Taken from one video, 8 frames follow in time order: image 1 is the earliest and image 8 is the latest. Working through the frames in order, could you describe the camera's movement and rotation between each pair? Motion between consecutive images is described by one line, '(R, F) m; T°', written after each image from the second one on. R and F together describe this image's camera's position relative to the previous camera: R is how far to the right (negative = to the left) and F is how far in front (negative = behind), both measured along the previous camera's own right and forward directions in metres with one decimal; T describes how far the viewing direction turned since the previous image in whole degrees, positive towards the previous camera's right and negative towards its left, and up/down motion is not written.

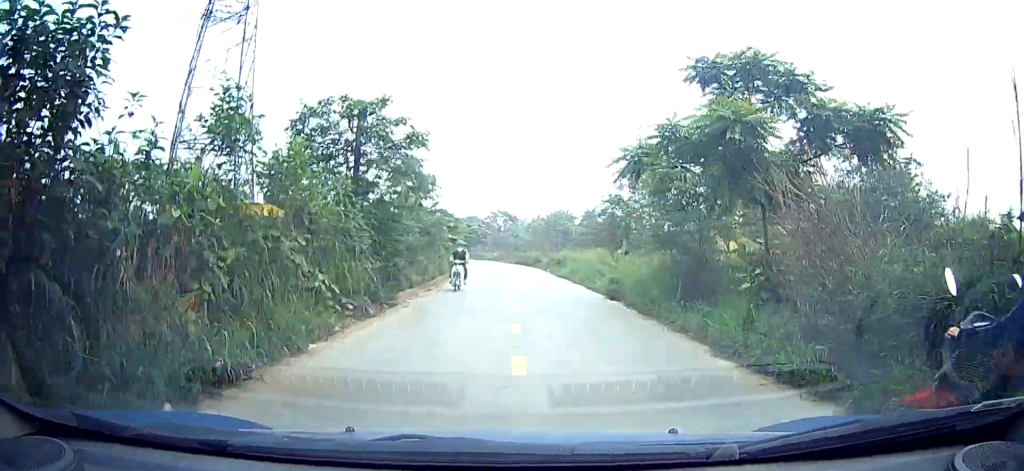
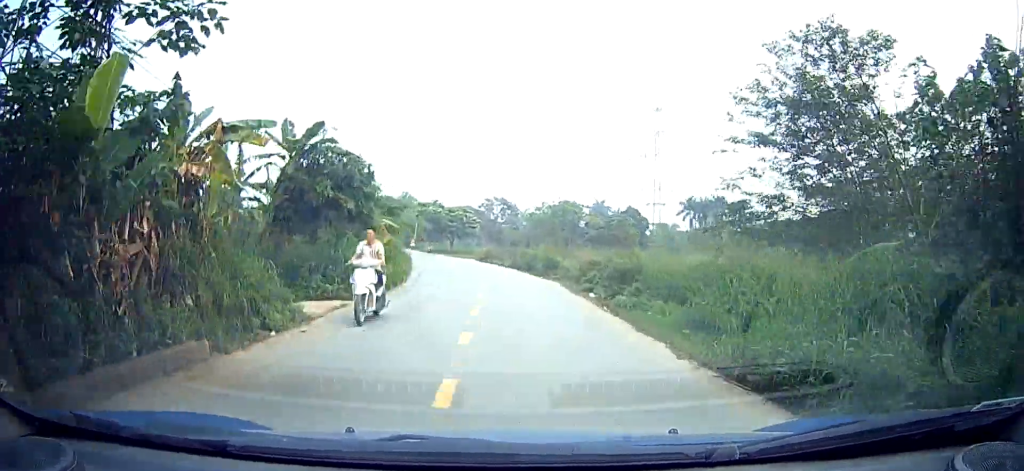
(0.0, +21.6) m; -4°
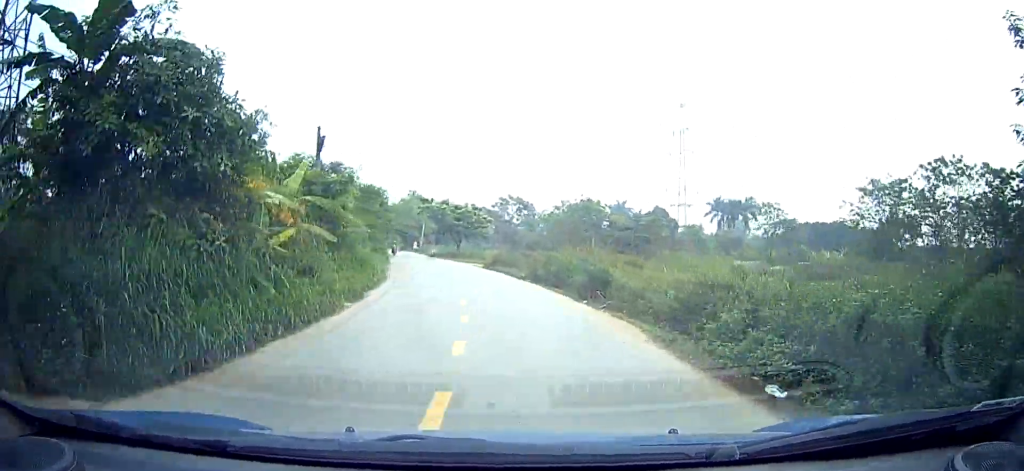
(+0.2, +9.7) m; +3°
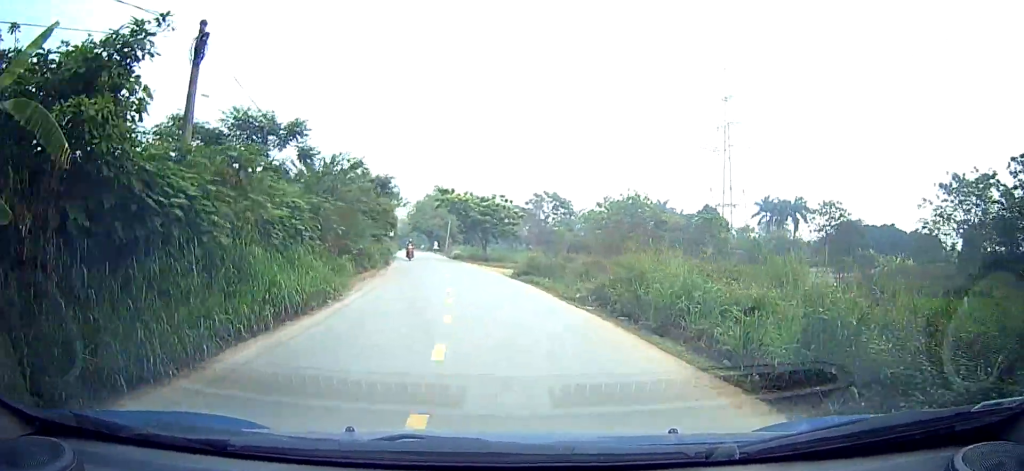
(+0.4, +9.9) m; +2°
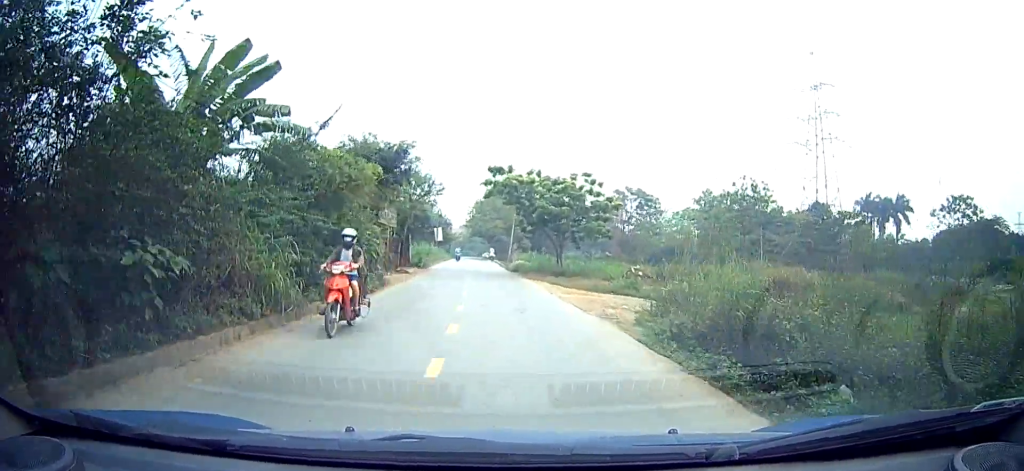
(+0.1, +17.4) m; -3°
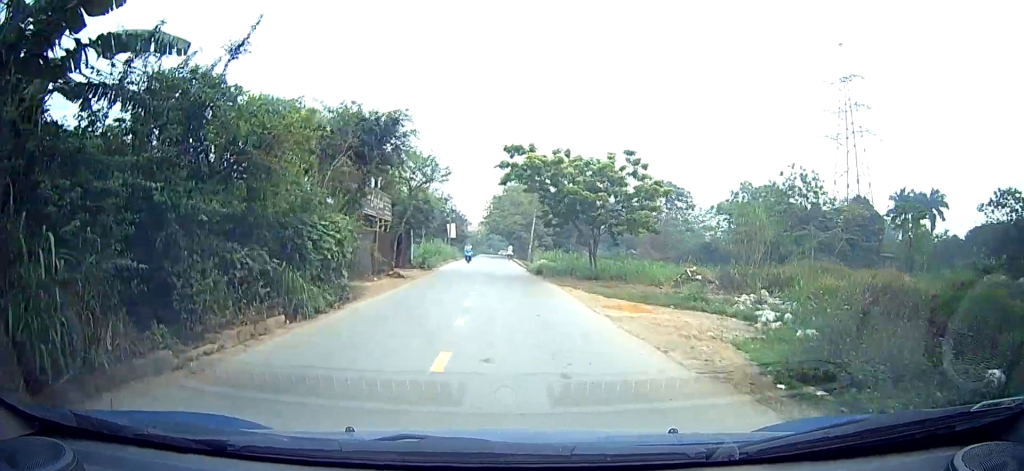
(+0.2, +6.7) m; -3°
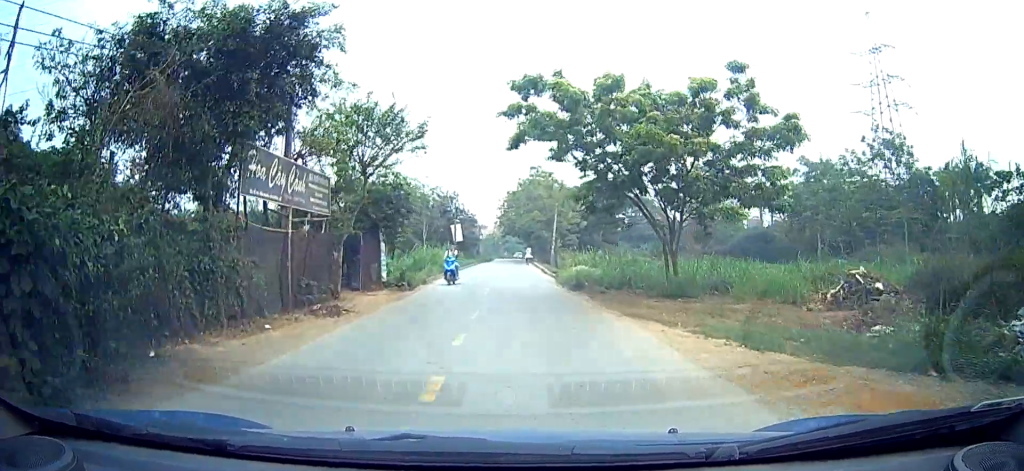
(-1.1, +11.3) m; 0°
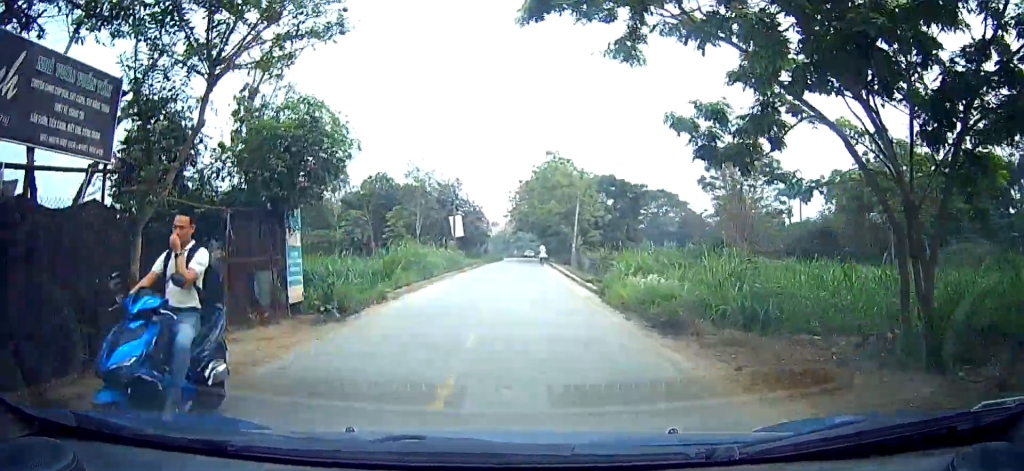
(+1.2, +9.8) m; -7°
